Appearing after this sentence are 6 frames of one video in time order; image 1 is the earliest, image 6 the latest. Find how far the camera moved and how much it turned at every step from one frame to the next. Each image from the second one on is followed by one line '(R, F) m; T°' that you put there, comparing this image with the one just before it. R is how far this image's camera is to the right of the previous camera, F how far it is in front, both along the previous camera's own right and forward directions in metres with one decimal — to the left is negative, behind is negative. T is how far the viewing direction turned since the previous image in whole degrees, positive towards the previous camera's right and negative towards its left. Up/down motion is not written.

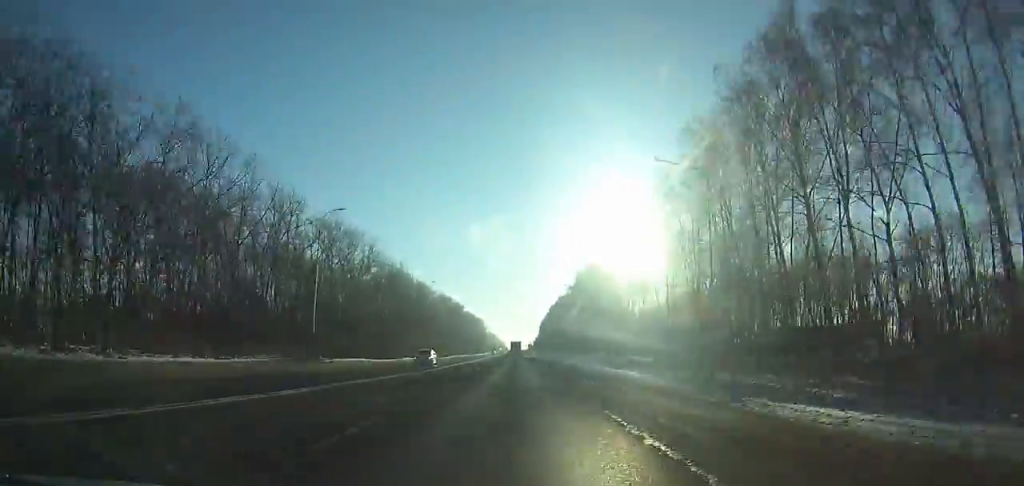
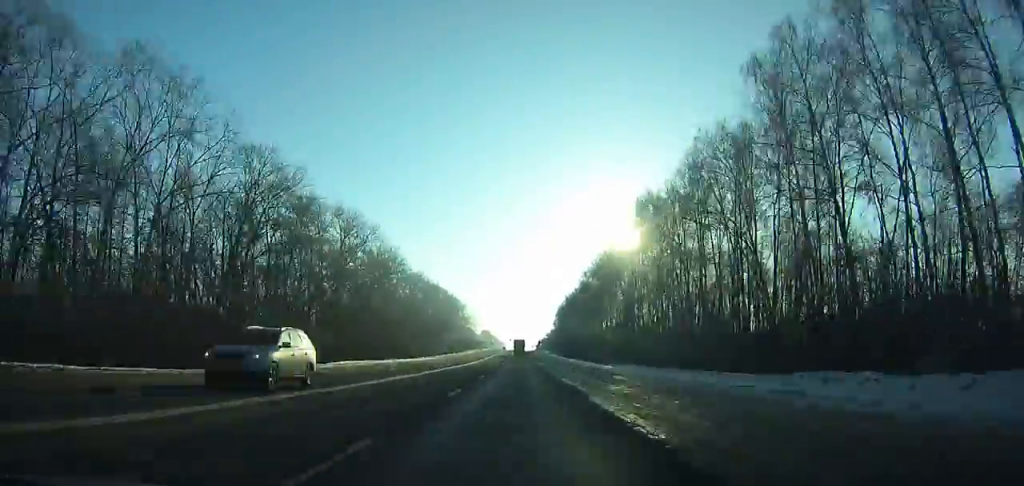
(-0.1, +171.4) m; 0°
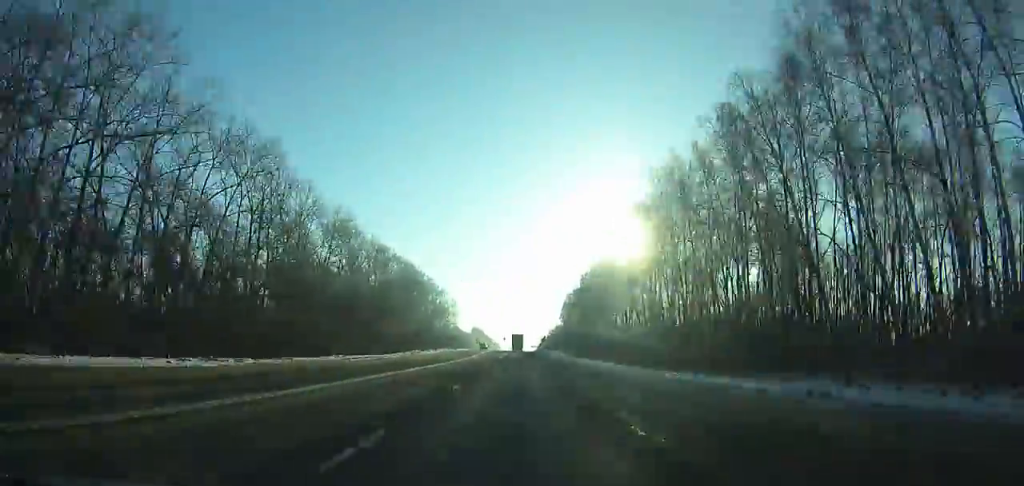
(+0.1, +72.5) m; 0°
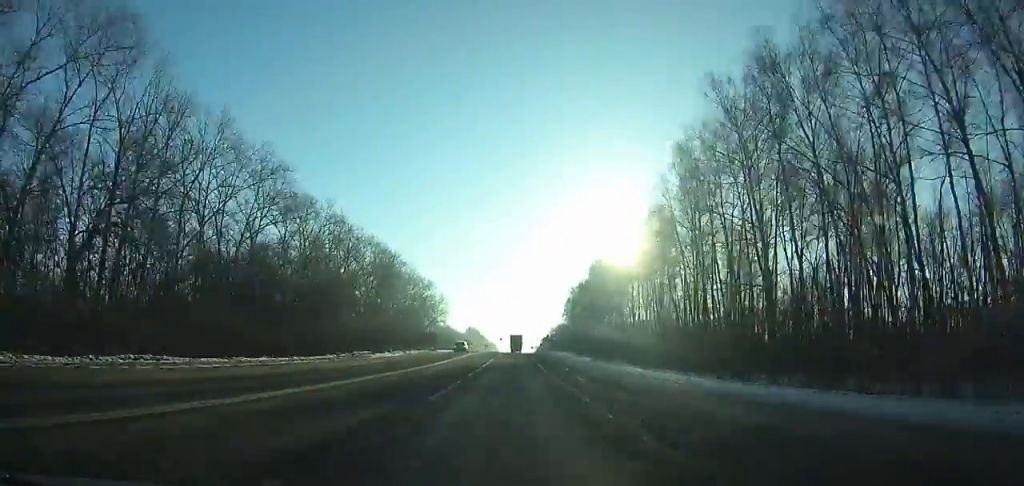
(0.0, +28.2) m; 0°
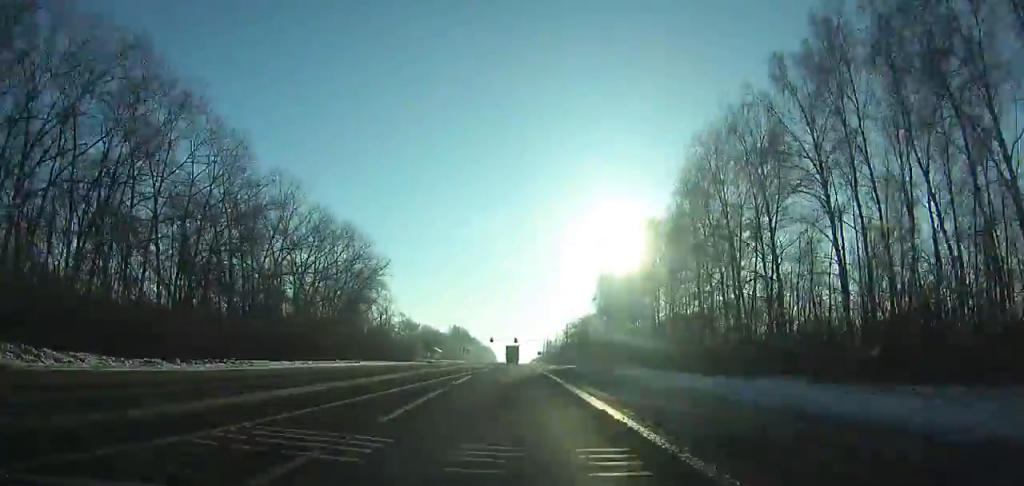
(-1.1, +93.3) m; -4°
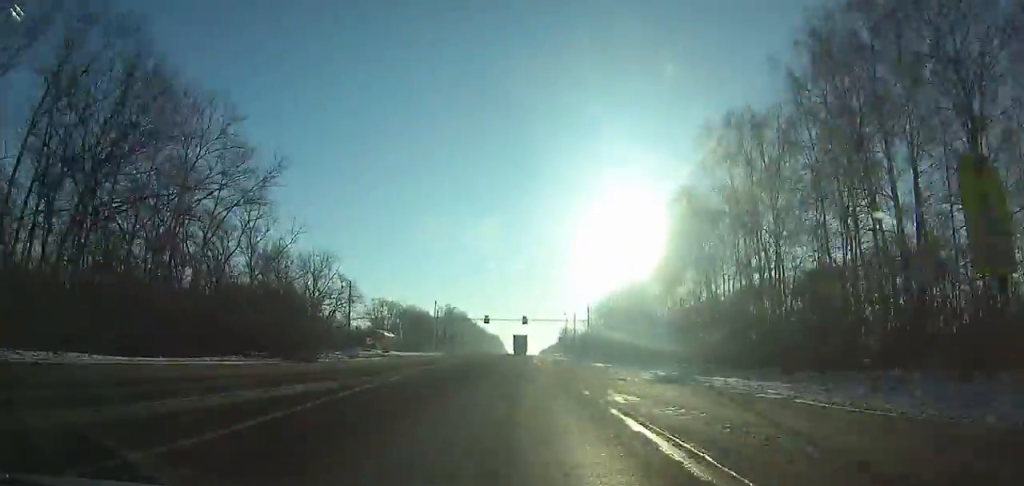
(-3.0, +63.7) m; -4°
